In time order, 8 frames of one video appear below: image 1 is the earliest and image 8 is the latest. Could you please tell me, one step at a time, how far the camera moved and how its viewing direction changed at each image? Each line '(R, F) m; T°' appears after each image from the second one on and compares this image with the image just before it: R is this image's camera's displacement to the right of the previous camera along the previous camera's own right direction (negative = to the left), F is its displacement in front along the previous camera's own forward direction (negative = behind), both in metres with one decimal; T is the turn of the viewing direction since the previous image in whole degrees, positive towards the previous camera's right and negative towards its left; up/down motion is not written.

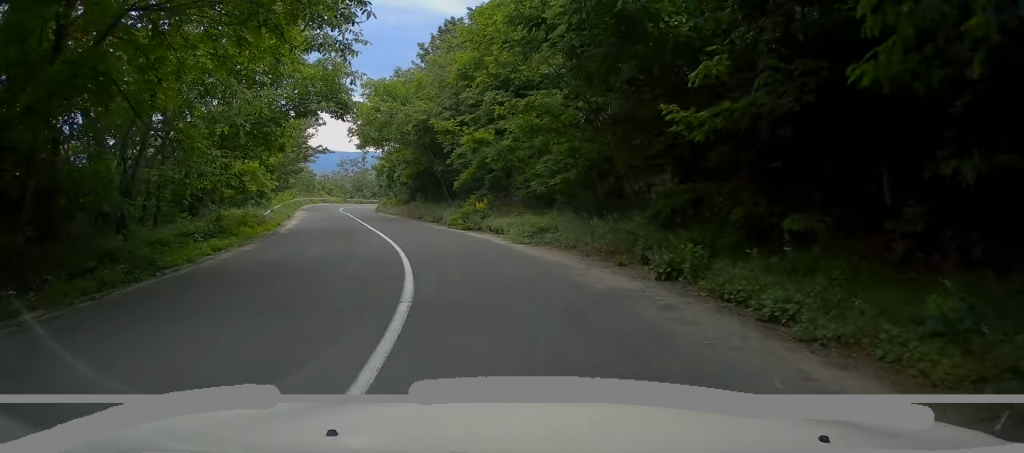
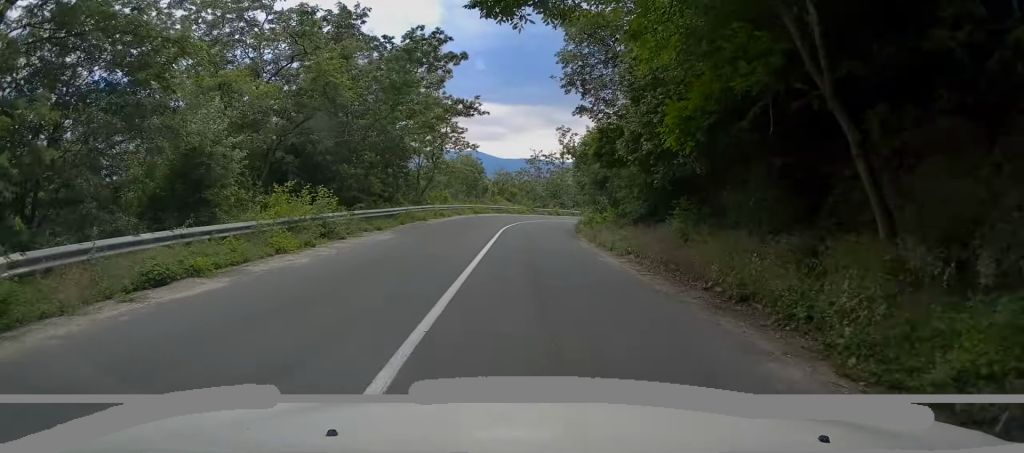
(-5.3, +26.3) m; -15°
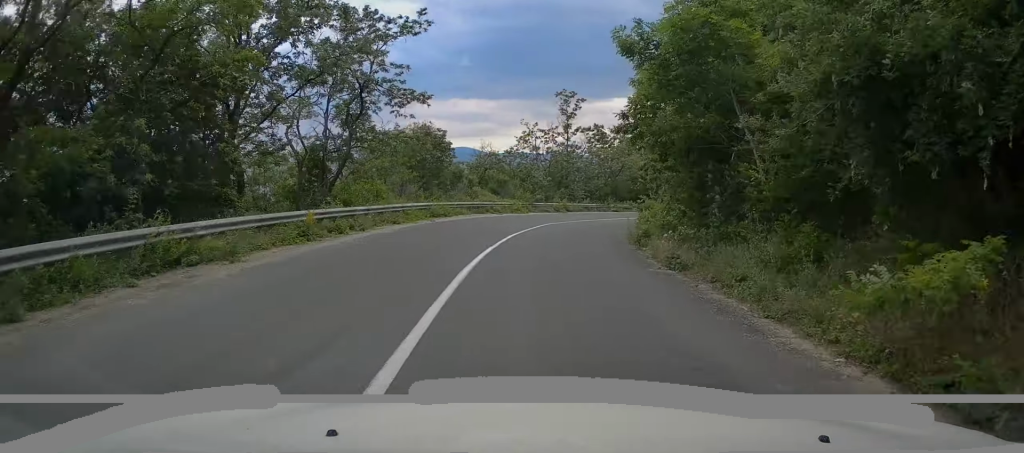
(-0.4, +20.4) m; -1°
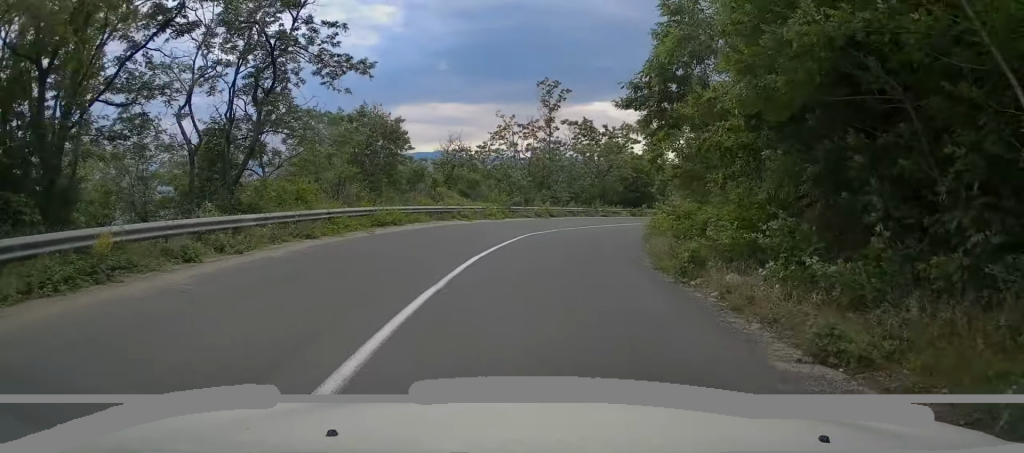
(0.0, +6.9) m; +1°
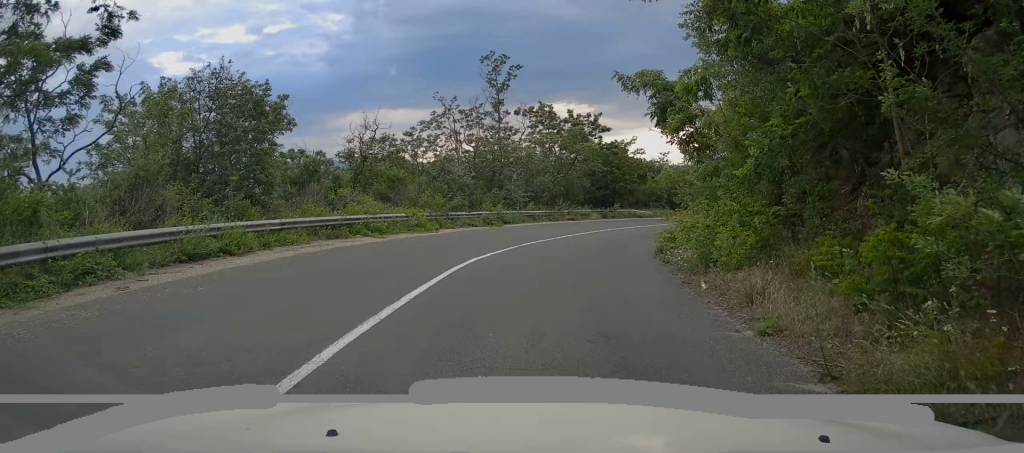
(0.0, +9.9) m; +2°
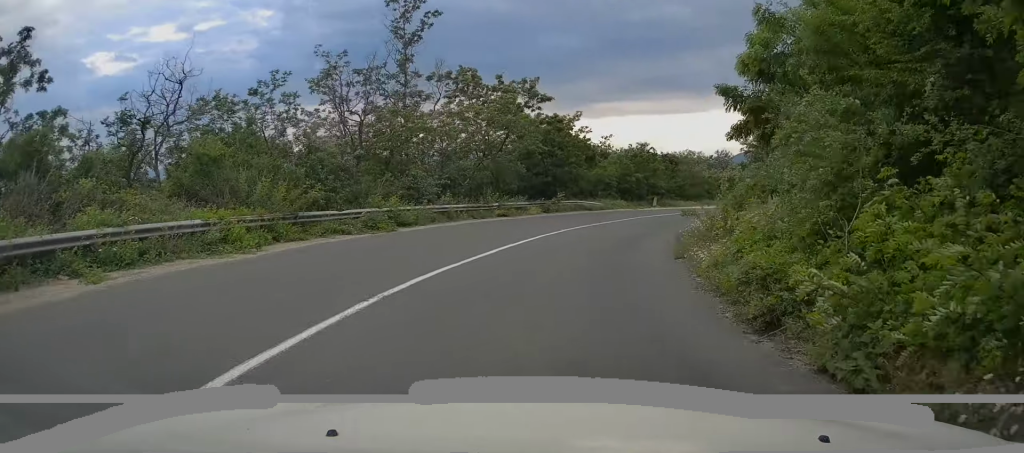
(+0.3, +10.8) m; +7°
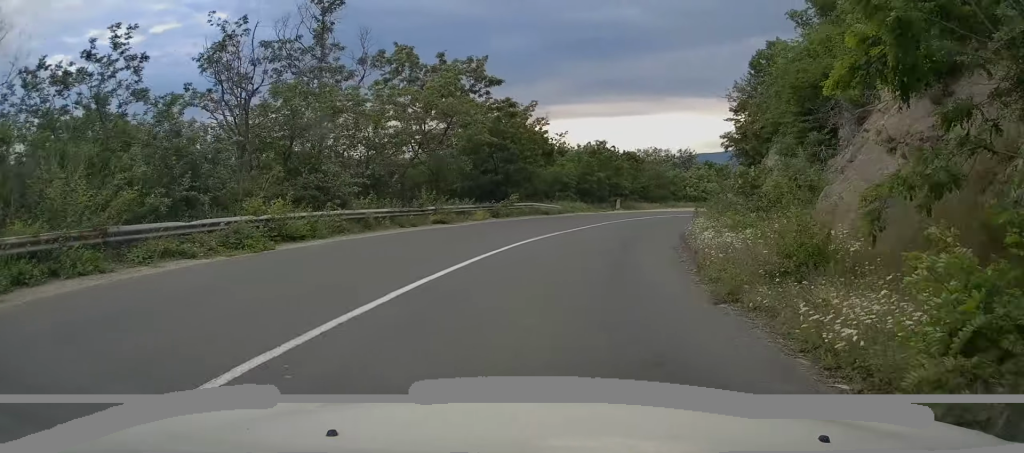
(+0.4, +6.0) m; +5°
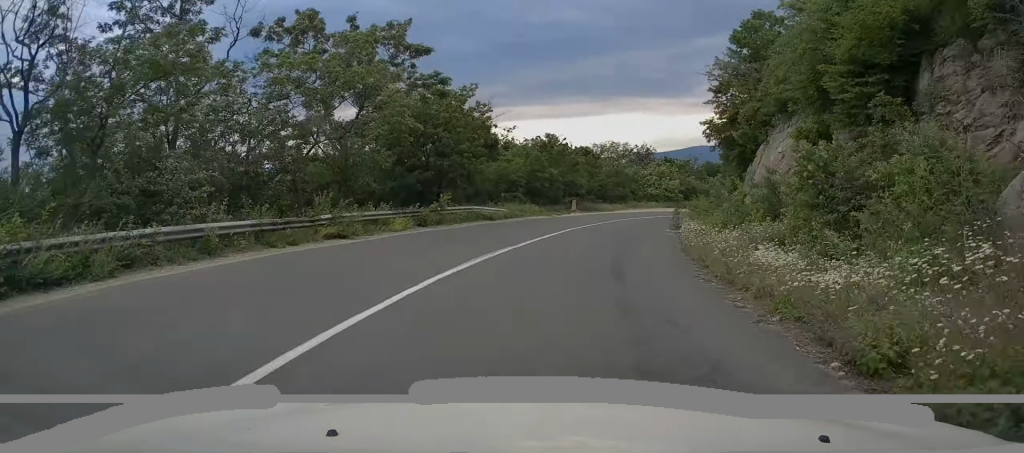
(+0.3, +6.8) m; +6°
